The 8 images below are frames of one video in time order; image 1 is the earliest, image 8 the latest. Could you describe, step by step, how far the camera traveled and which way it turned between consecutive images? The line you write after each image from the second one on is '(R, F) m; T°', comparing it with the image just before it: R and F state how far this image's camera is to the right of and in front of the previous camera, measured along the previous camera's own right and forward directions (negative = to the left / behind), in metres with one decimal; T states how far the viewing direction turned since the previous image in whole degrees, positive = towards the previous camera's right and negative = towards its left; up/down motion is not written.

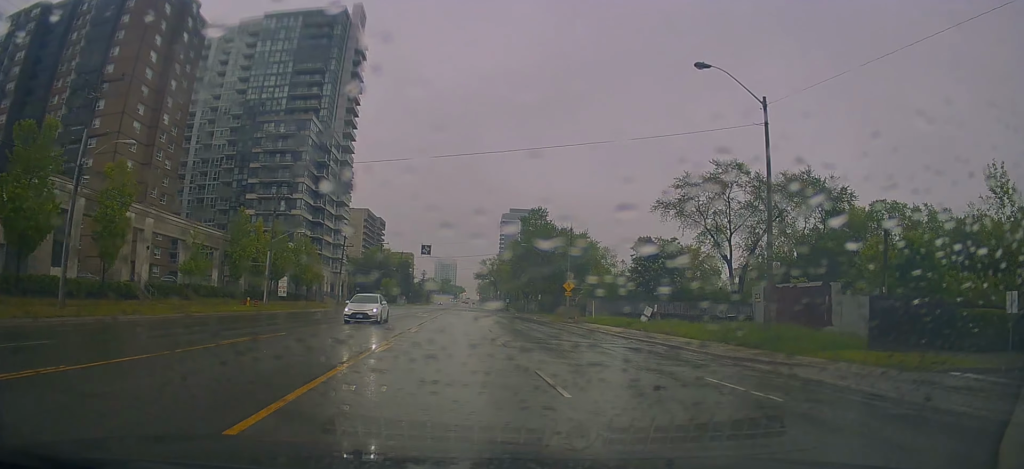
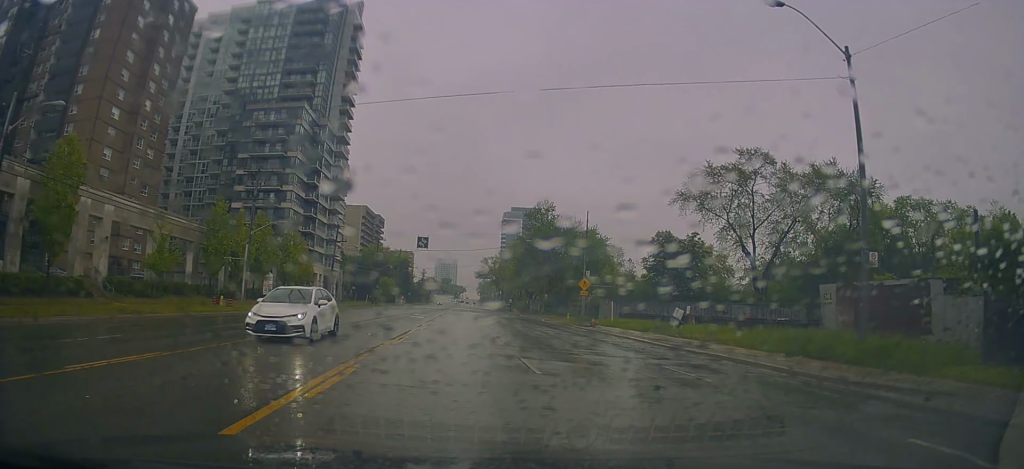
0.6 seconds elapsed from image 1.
(-0.7, +6.2) m; 0°
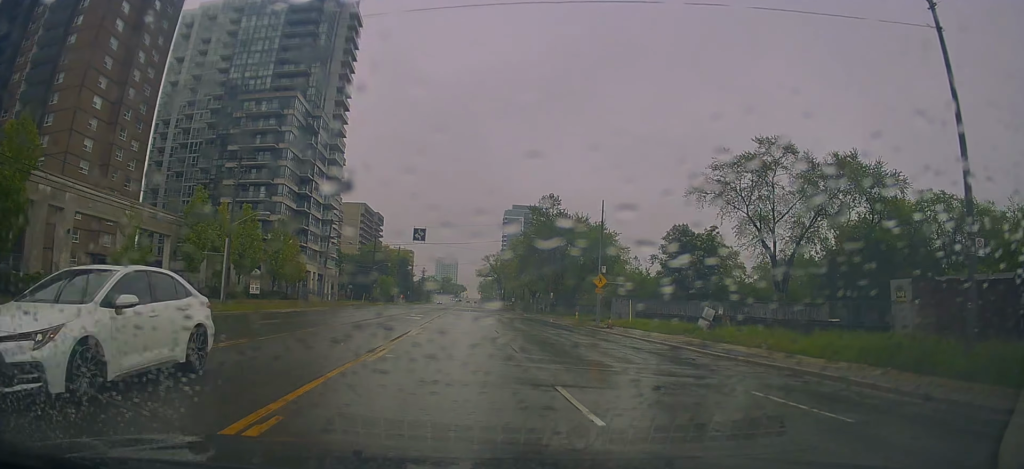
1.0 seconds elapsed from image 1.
(+0.4, +4.9) m; +3°
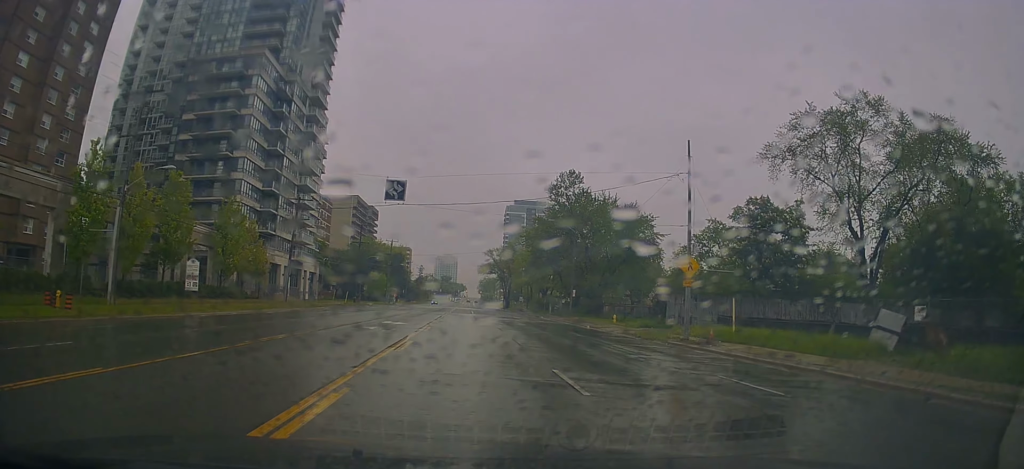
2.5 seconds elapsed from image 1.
(+1.0, +16.0) m; +1°
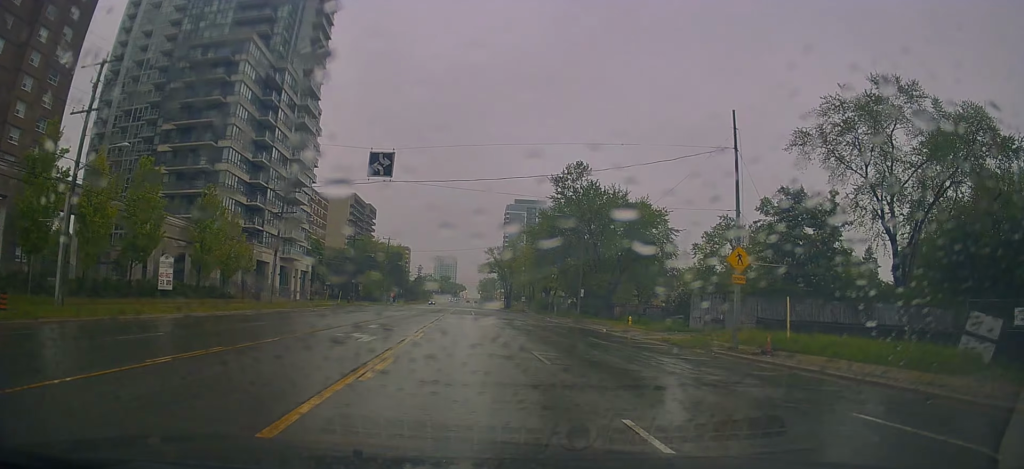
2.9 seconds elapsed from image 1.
(-0.1, +4.8) m; -1°
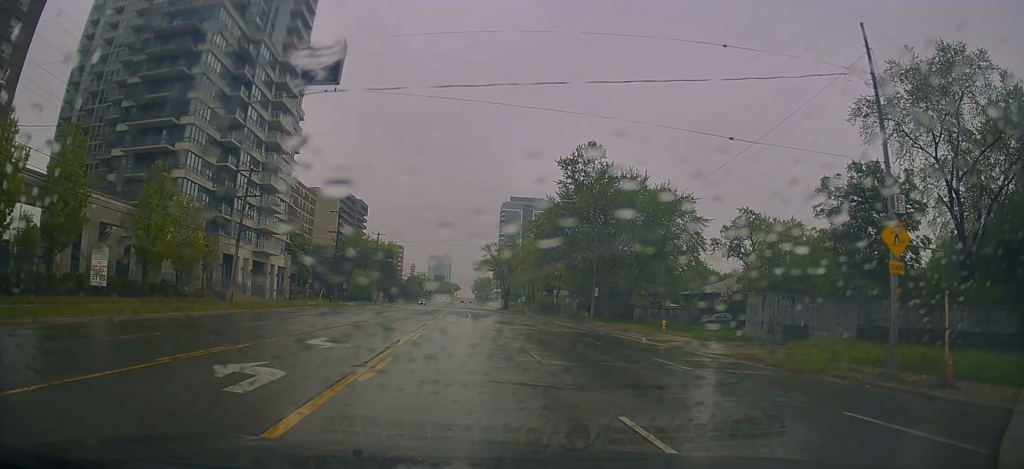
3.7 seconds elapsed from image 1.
(-0.3, +8.7) m; -1°
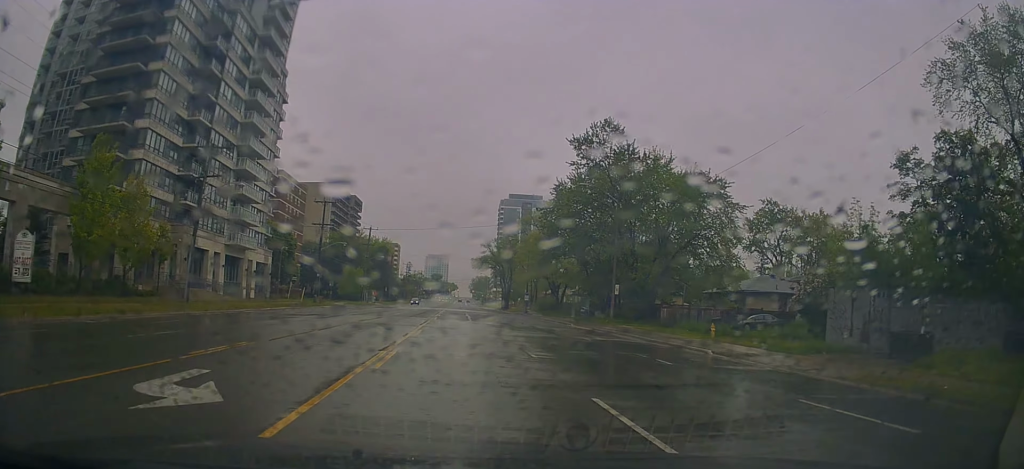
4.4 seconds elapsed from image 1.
(+0.2, +7.9) m; 0°
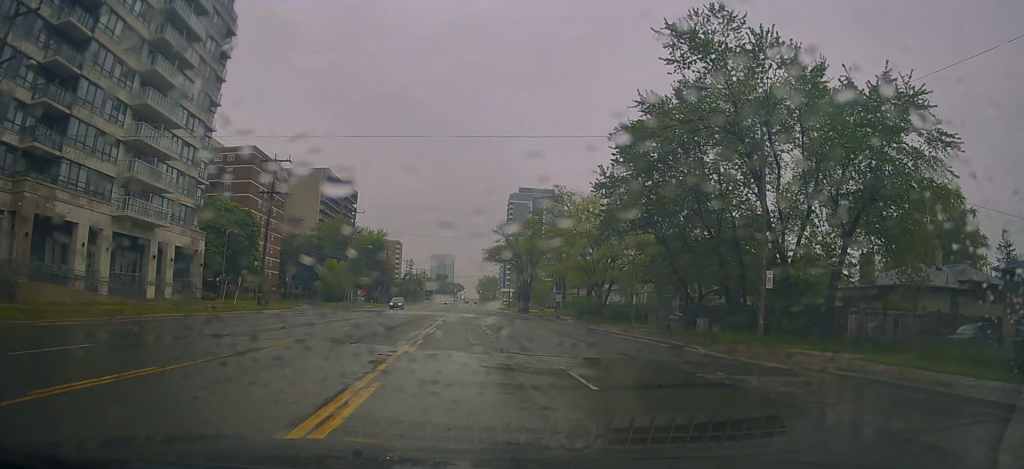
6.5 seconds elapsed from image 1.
(+0.3, +22.8) m; +3°
